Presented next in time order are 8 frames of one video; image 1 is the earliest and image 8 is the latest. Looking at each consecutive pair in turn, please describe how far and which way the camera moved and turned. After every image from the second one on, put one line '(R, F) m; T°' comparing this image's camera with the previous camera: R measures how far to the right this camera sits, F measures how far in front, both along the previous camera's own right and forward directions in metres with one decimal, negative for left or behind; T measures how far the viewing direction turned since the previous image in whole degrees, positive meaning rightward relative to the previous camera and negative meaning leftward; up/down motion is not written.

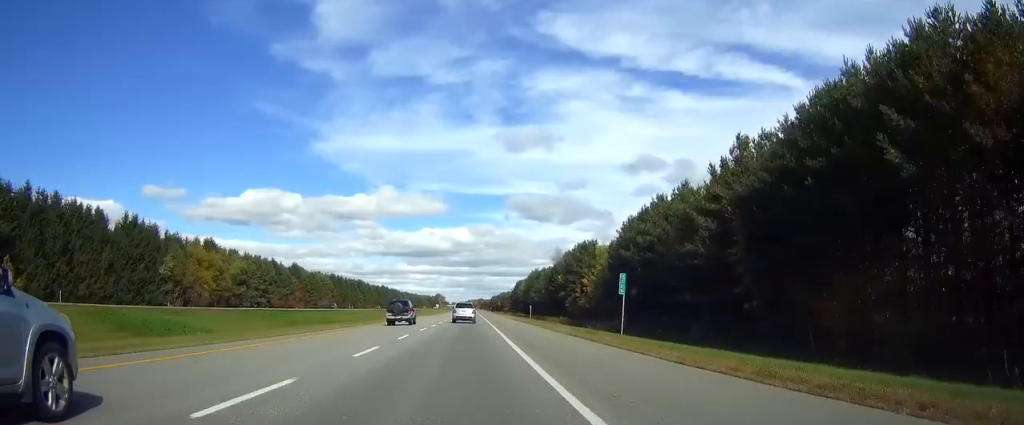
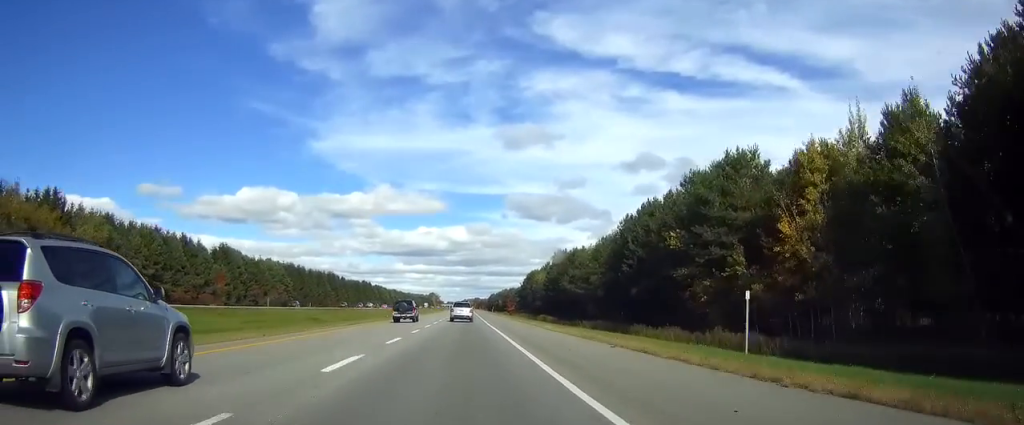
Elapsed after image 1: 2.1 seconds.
(0.0, +66.3) m; 0°
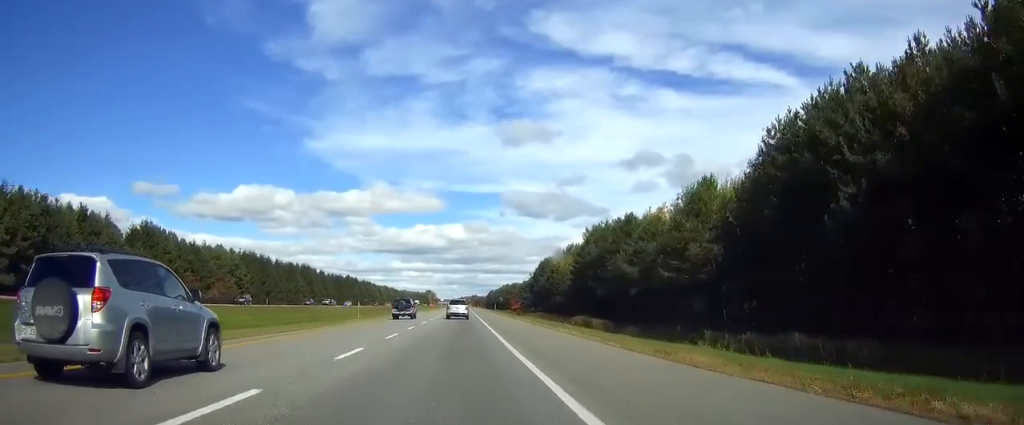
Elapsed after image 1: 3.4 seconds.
(0.0, +42.1) m; 0°
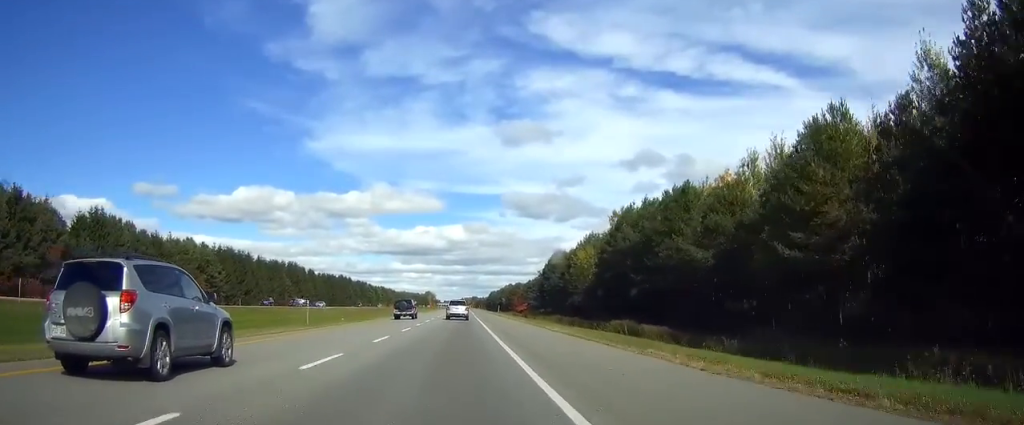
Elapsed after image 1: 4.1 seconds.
(0.0, +20.0) m; 0°
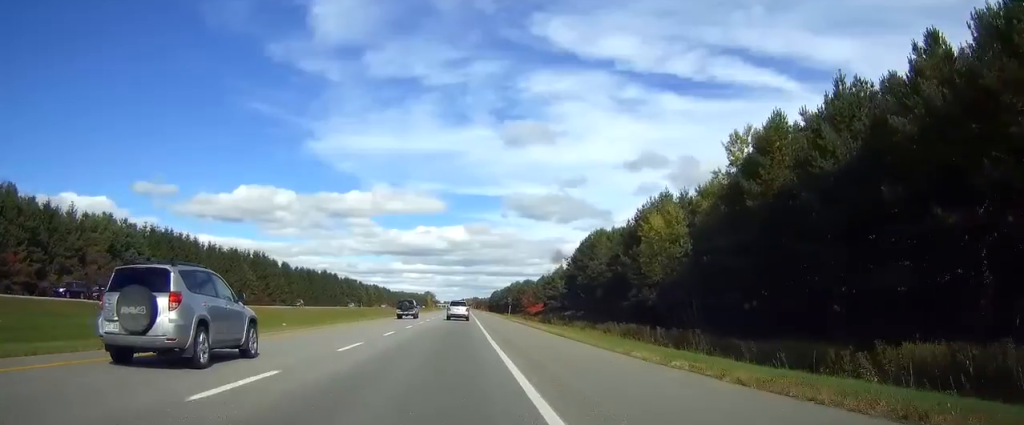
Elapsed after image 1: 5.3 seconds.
(0.0, +40.1) m; 0°
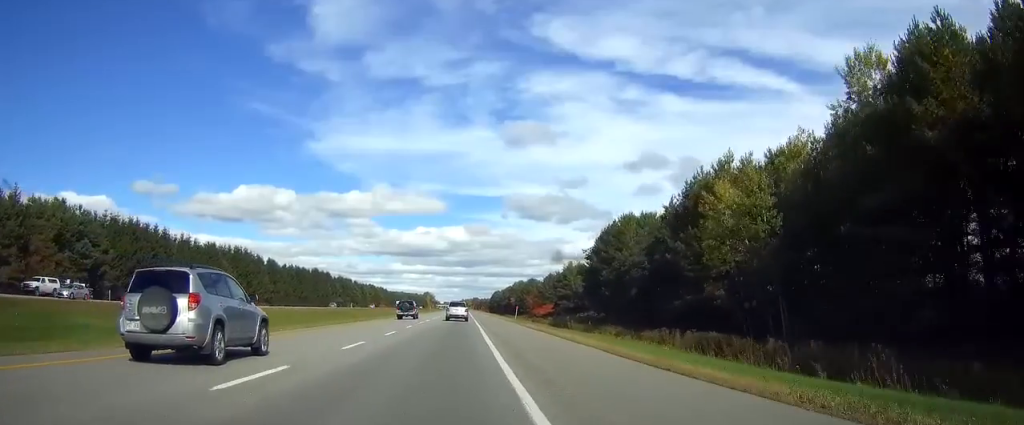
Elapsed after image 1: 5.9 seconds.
(0.0, +16.9) m; 0°
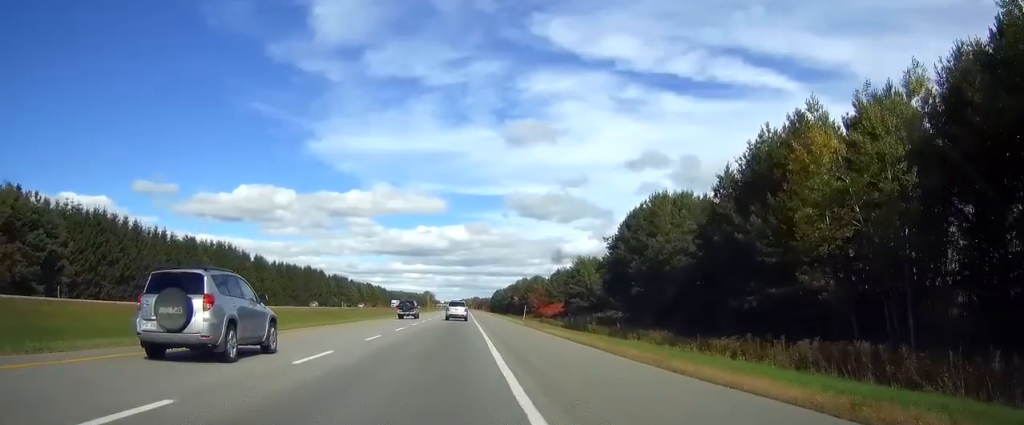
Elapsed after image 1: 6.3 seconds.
(0.0, +13.7) m; 0°
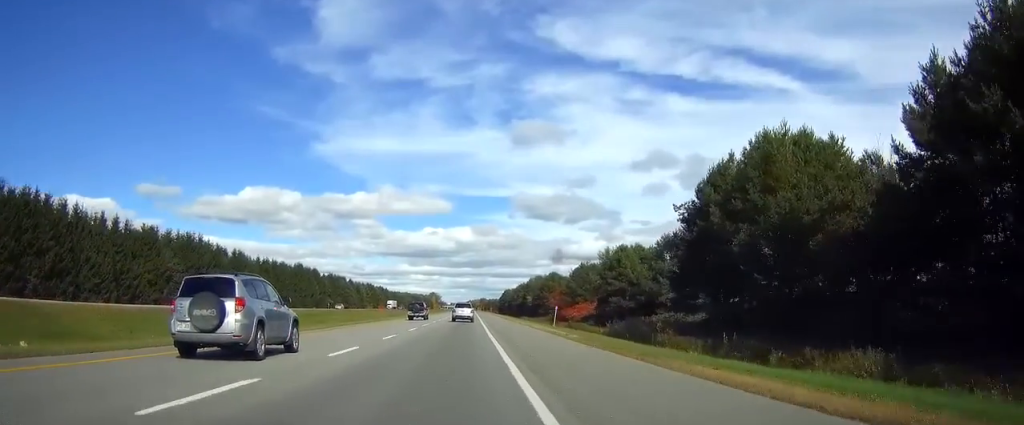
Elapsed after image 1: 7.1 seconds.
(0.0, +24.3) m; 0°
